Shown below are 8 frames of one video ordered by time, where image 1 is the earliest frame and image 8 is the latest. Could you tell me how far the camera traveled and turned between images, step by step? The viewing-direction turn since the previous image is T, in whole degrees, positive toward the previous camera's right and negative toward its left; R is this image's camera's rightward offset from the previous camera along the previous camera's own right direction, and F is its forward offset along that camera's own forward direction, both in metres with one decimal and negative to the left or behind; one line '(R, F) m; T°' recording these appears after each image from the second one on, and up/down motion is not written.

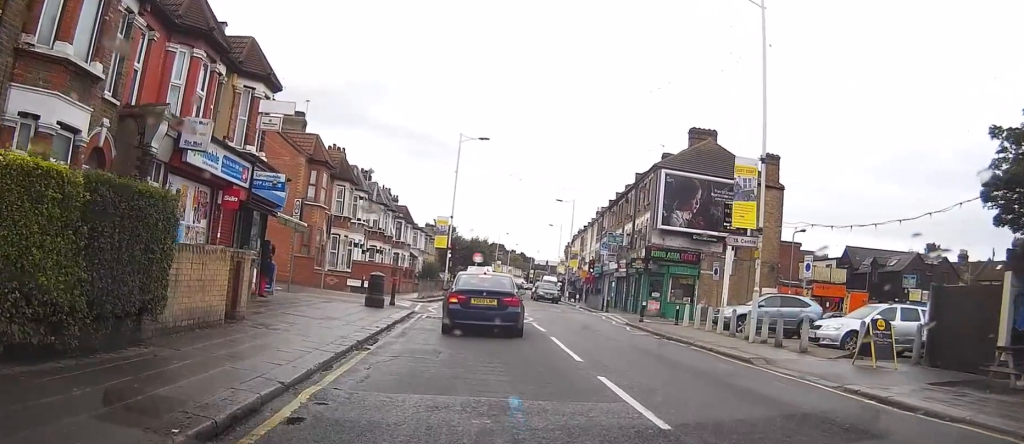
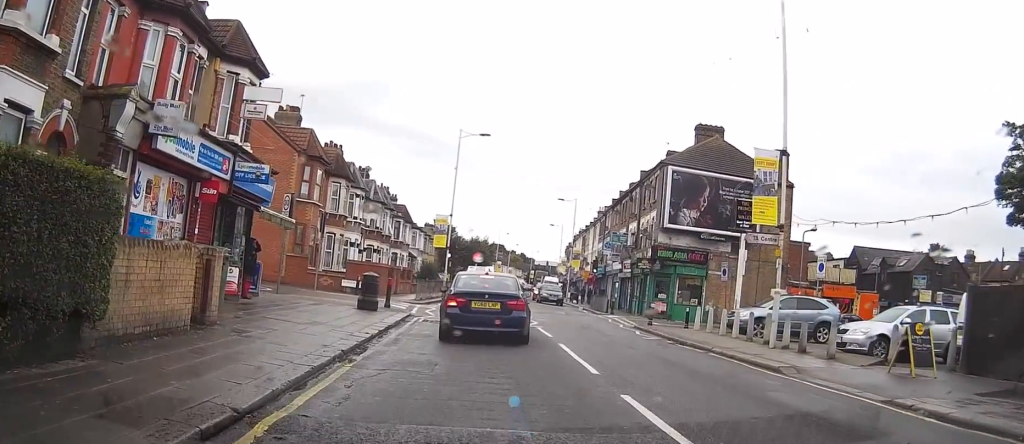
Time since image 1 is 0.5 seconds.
(0.0, +1.7) m; 0°
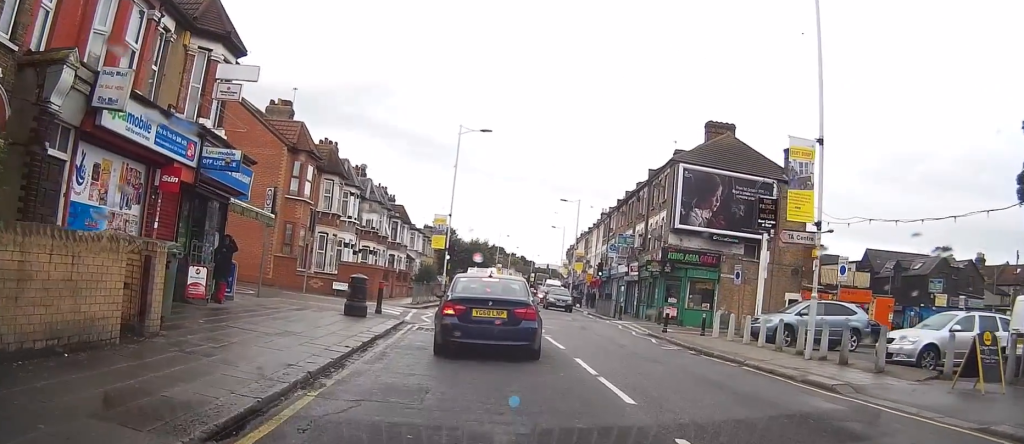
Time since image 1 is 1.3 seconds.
(0.0, +2.2) m; +3°
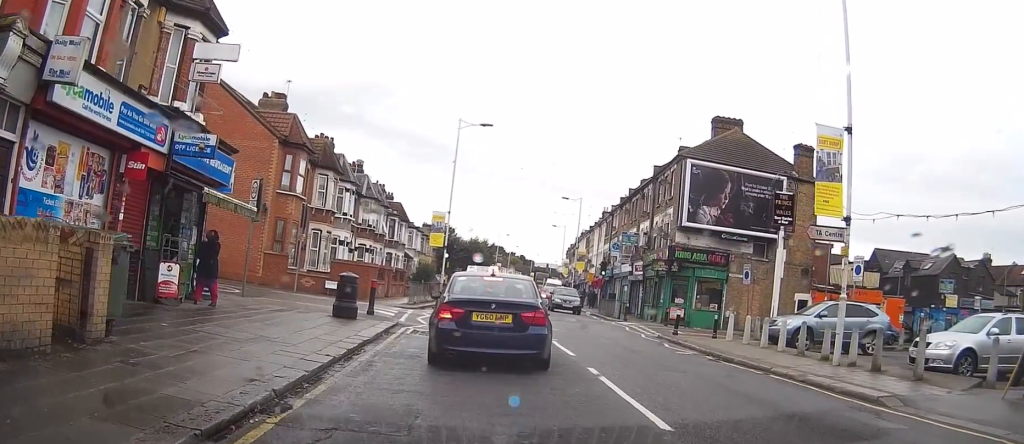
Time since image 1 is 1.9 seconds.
(0.0, +1.5) m; +3°
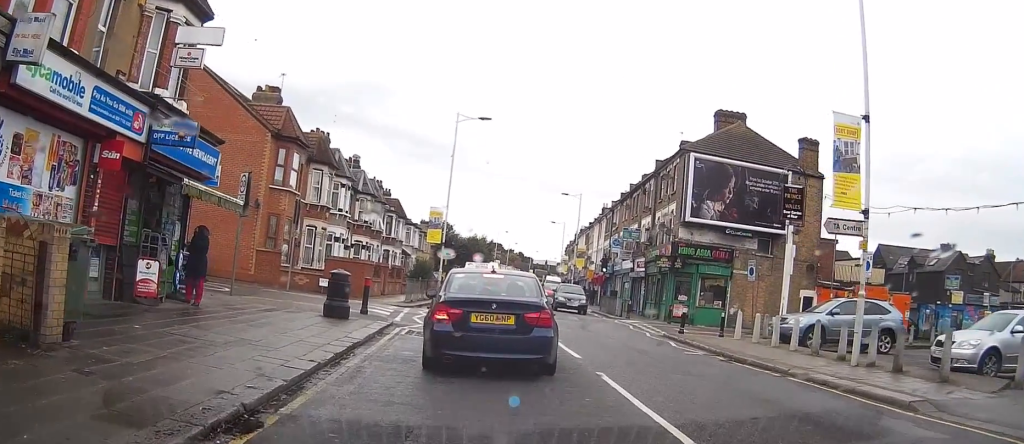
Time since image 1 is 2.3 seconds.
(0.0, +0.9) m; +2°
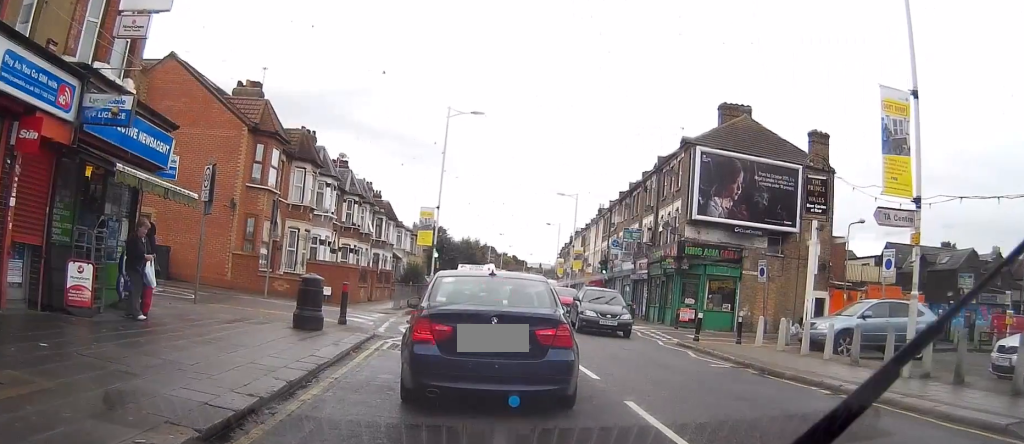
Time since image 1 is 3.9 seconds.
(+0.1, +2.2) m; +1°
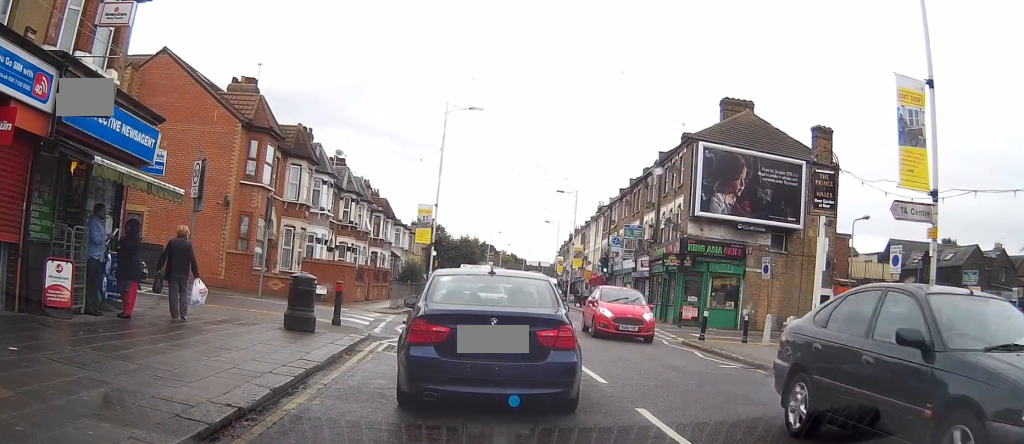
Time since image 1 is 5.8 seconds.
(0.0, +0.7) m; 0°
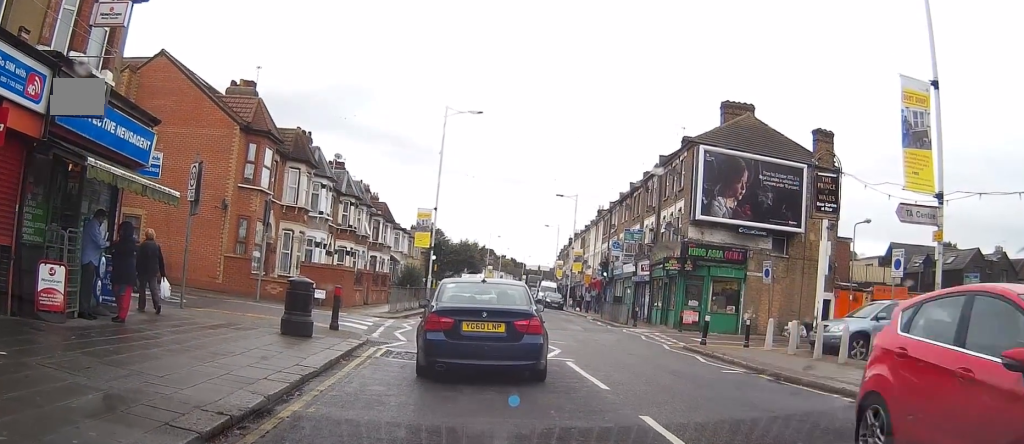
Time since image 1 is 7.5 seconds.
(-0.2, +0.5) m; 0°
